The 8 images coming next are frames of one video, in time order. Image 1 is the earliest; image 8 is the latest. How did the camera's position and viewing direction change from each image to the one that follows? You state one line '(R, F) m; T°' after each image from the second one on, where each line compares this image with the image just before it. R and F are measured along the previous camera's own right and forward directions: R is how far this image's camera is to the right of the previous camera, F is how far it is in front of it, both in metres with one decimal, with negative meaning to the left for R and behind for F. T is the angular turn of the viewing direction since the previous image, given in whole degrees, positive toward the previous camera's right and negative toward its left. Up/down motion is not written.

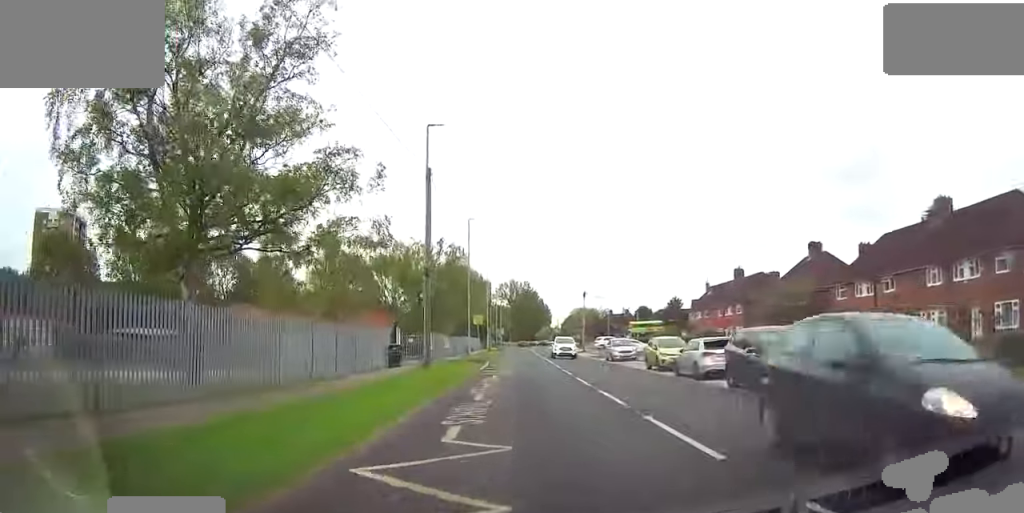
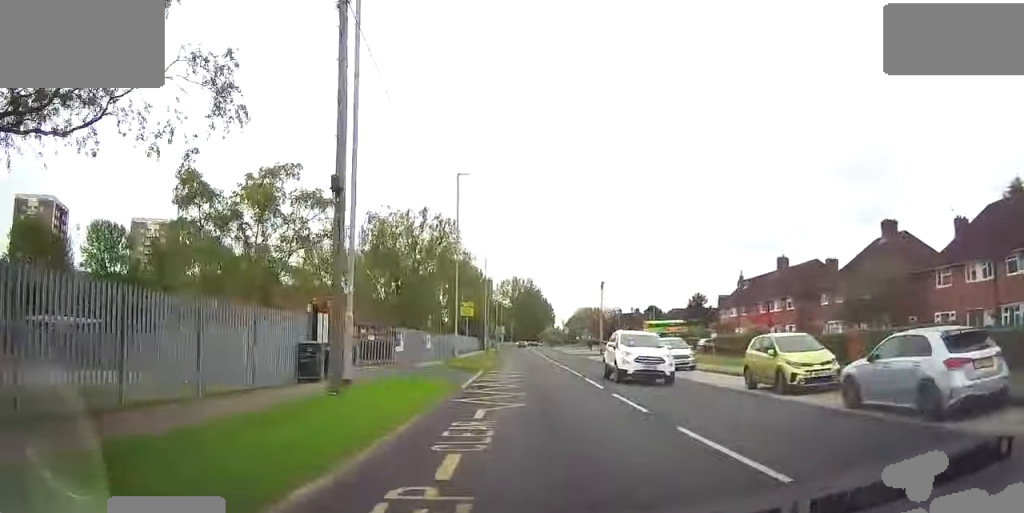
(-0.3, +13.2) m; -4°
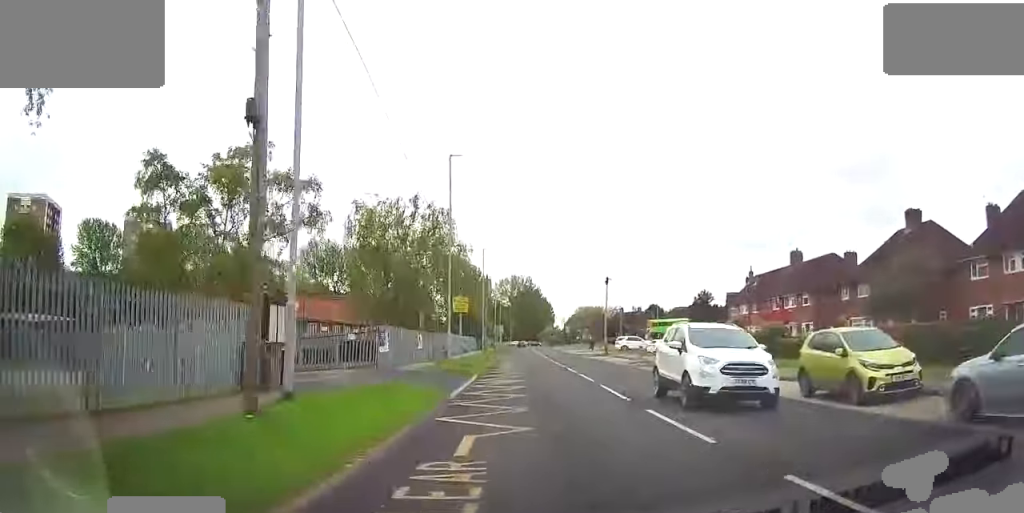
(-0.1, +3.8) m; 0°
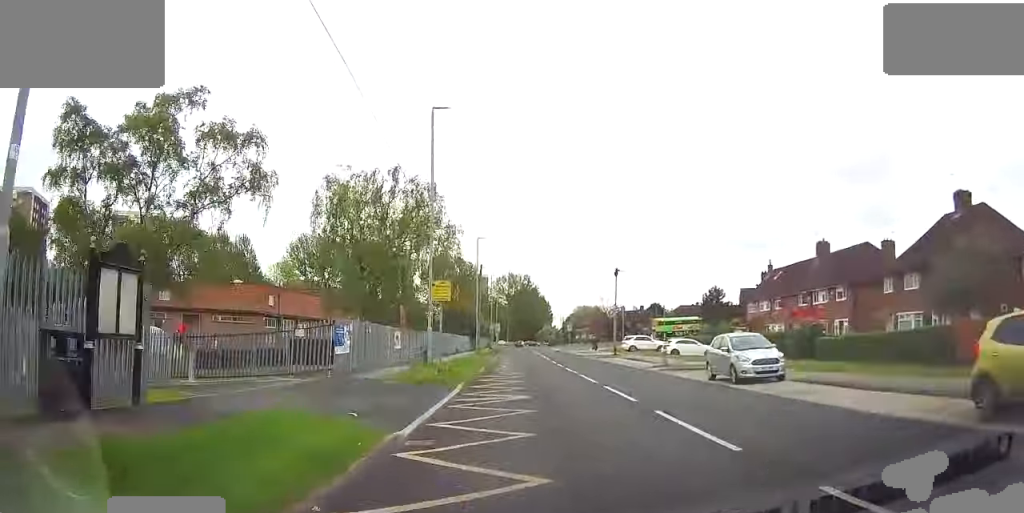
(-0.1, +6.7) m; 0°
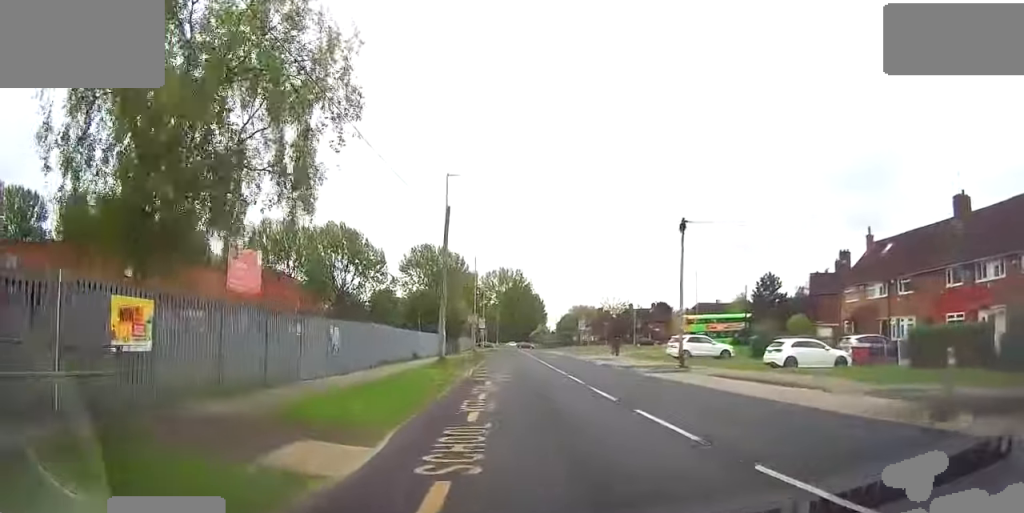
(+0.1, +22.8) m; 0°
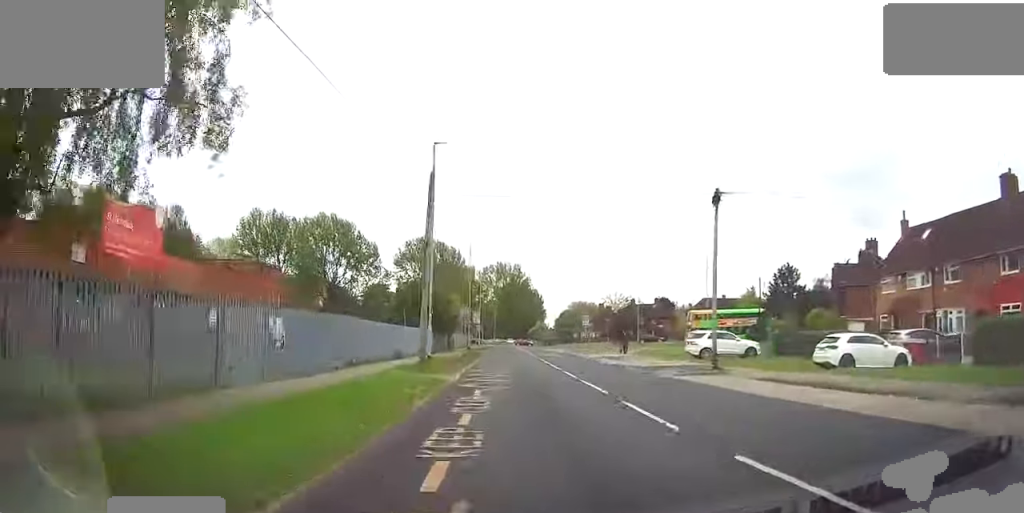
(+0.2, +5.3) m; 0°
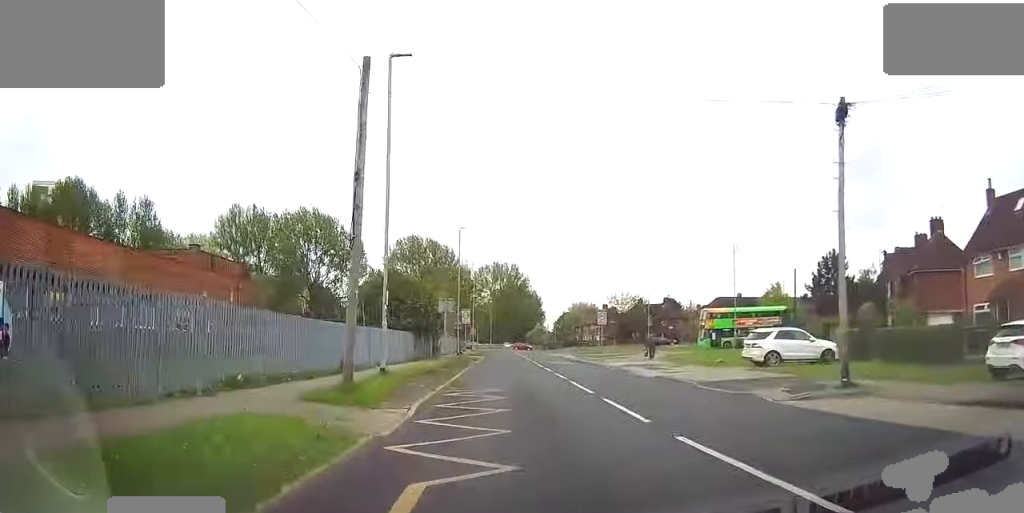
(-0.3, +10.6) m; -2°
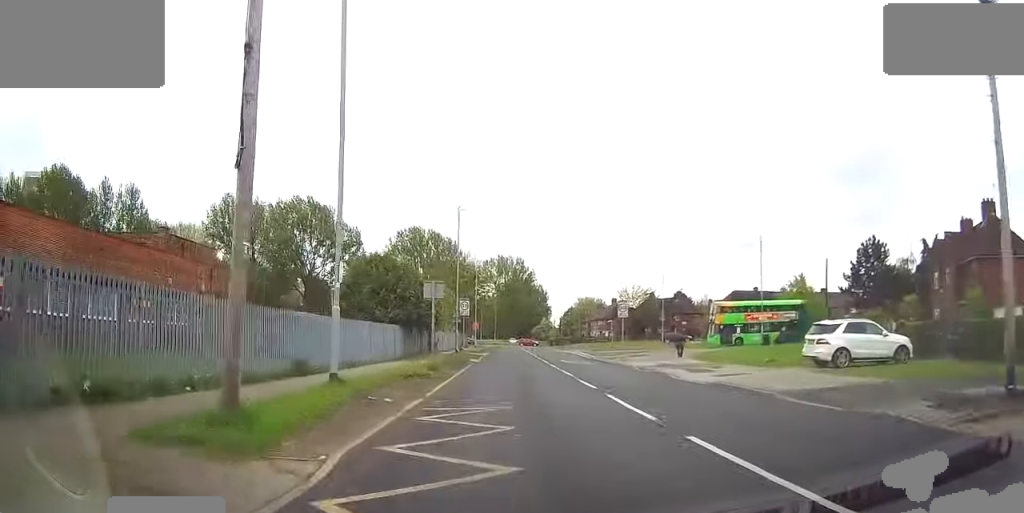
(0.0, +6.1) m; +1°
